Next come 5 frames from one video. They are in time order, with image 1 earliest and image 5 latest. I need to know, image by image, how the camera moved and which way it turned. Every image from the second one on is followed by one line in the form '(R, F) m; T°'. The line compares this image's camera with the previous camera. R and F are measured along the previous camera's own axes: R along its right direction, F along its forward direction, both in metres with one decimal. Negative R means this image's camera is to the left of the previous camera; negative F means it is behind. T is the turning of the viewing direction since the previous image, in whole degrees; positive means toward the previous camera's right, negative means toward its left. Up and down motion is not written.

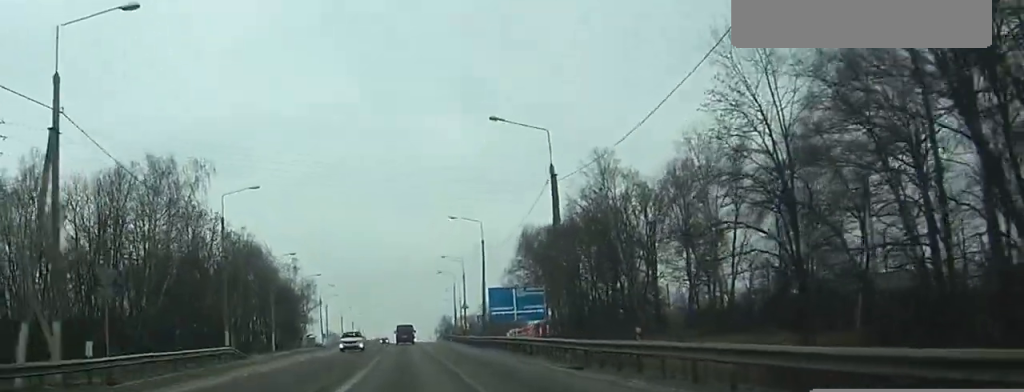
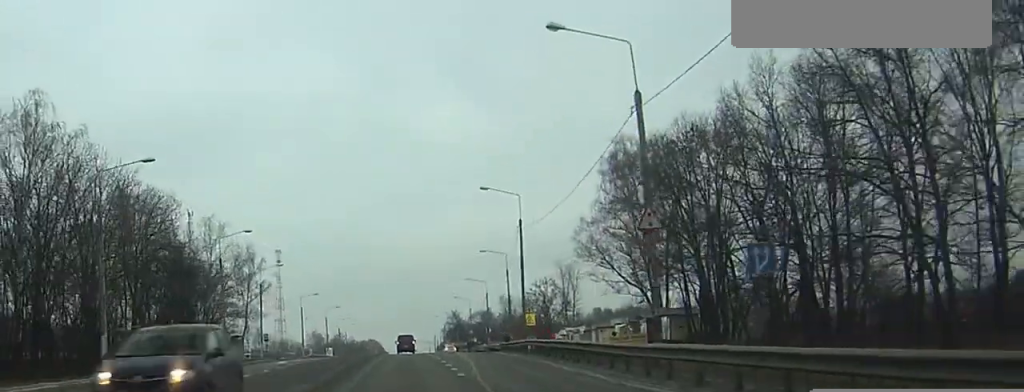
(-0.1, +75.9) m; -1°
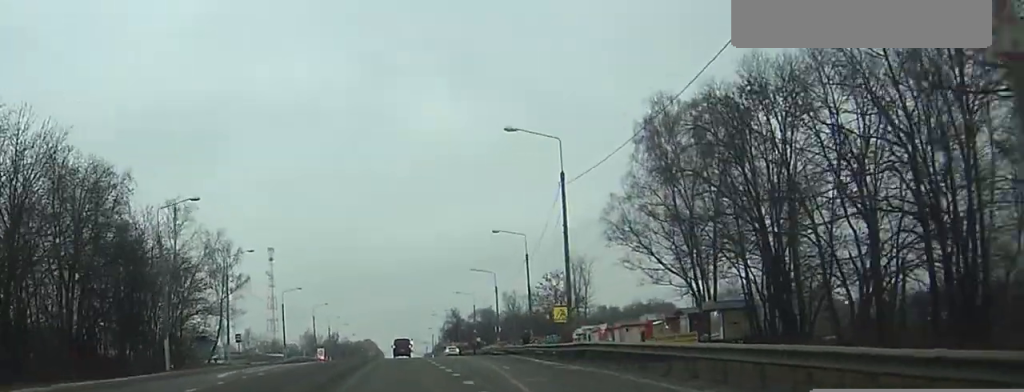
(0.0, +15.8) m; 0°
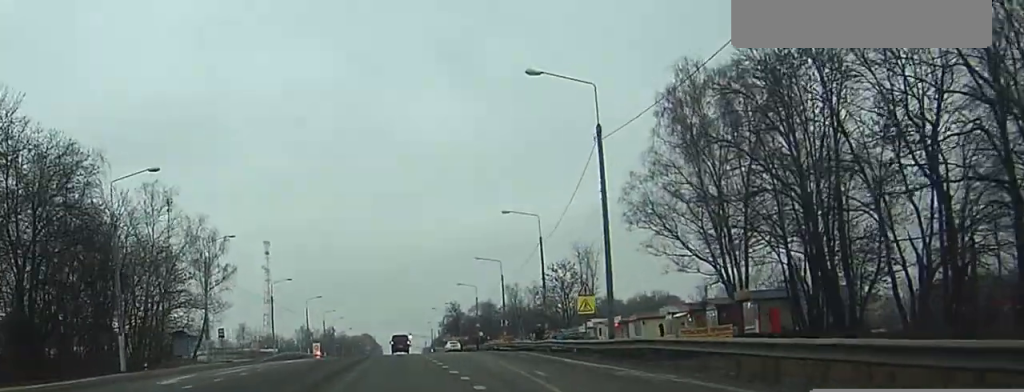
(0.0, +7.9) m; 0°
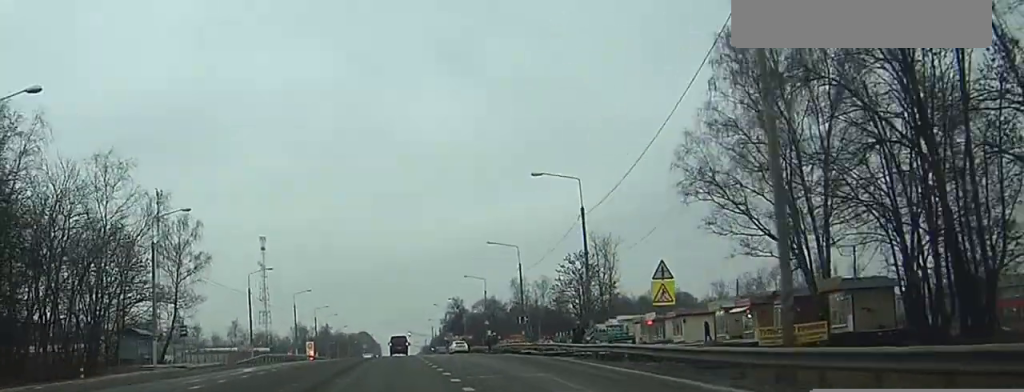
(0.0, +14.3) m; 0°
